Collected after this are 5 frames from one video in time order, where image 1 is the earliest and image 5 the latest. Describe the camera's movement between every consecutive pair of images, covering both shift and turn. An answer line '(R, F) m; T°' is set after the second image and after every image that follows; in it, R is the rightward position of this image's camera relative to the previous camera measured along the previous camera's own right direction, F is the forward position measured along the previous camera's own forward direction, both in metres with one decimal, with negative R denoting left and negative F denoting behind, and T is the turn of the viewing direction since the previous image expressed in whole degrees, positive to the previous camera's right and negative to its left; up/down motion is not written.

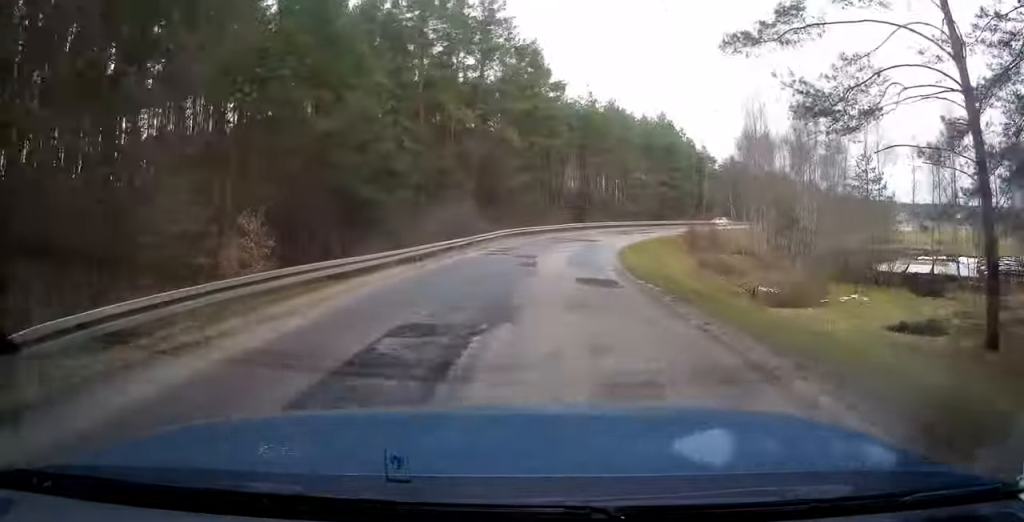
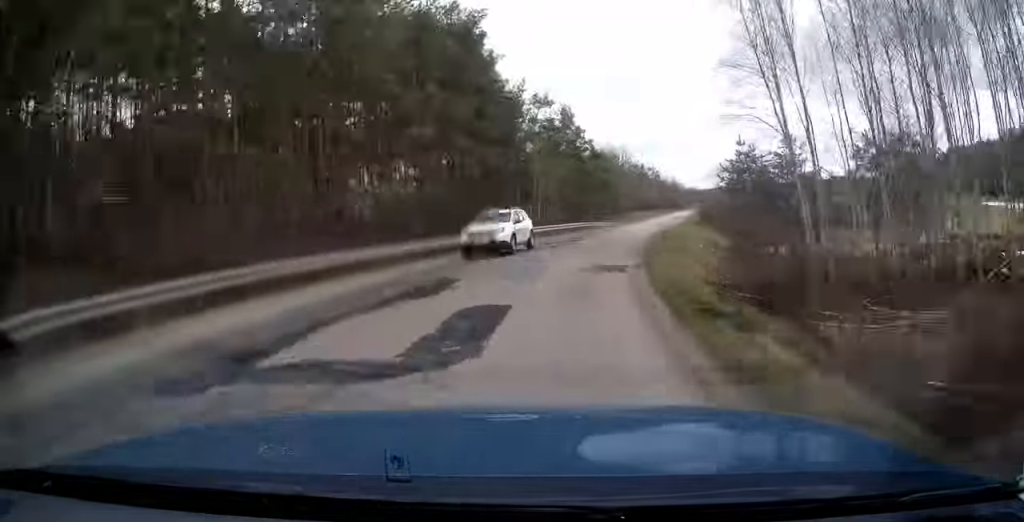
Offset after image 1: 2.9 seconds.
(+5.7, +57.6) m; +16°
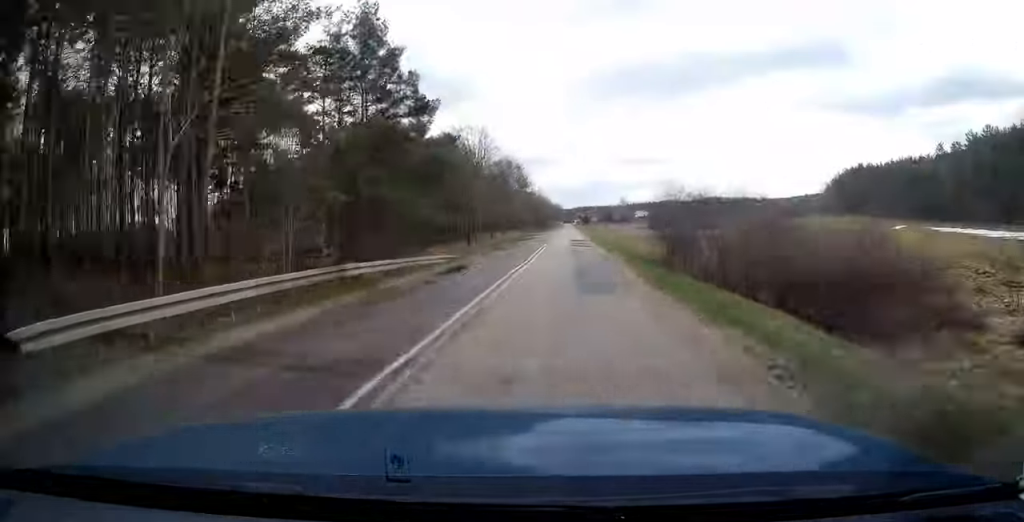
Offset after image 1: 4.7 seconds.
(+4.2, +36.0) m; +10°
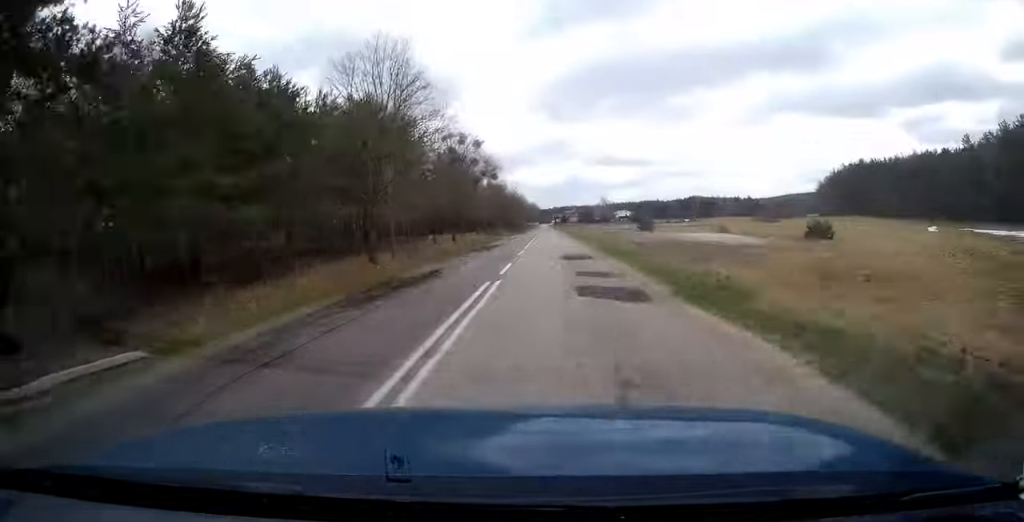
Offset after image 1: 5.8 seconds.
(+2.0, +23.6) m; +5°
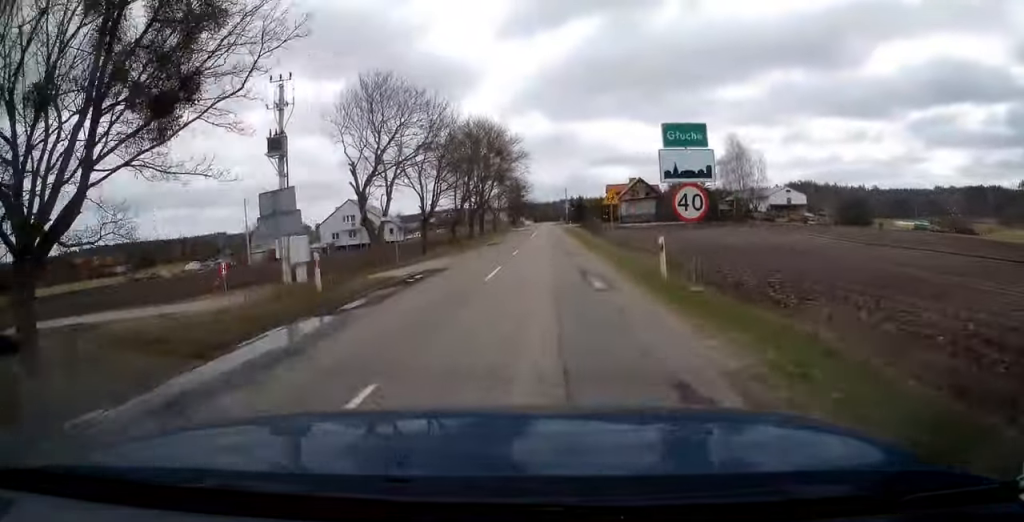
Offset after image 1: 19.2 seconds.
(+3.8, +248.1) m; +1°
